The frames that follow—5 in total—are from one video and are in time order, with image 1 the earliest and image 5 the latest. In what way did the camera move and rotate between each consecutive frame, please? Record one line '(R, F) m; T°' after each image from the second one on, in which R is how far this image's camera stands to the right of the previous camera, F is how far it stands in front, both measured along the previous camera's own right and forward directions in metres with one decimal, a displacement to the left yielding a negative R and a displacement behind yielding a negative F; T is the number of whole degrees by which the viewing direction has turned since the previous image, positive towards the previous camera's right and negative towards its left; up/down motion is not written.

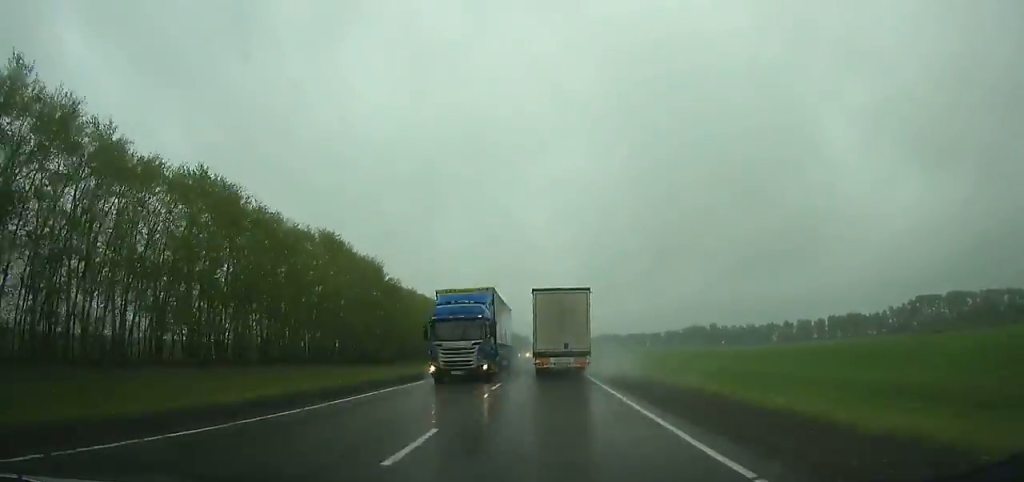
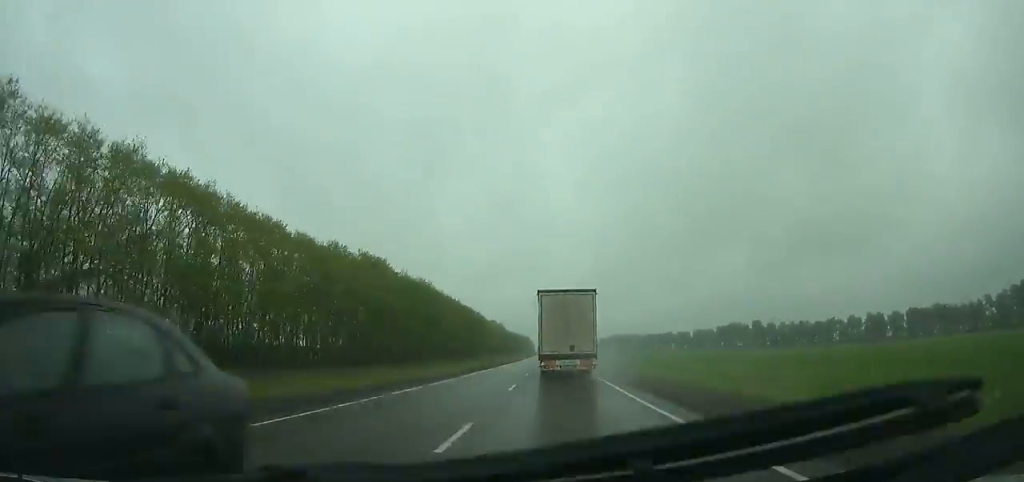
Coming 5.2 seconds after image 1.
(0.0, +117.7) m; 0°
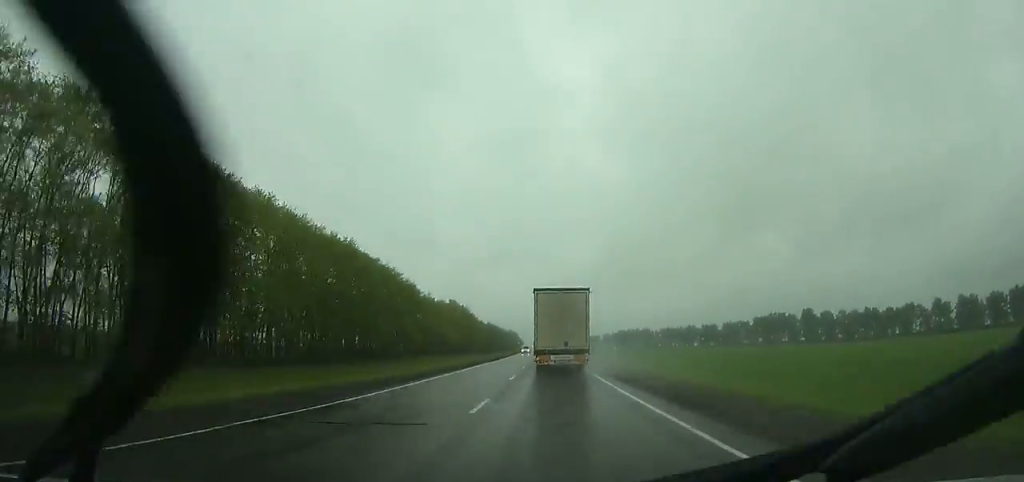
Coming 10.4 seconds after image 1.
(0.0, +115.2) m; 0°
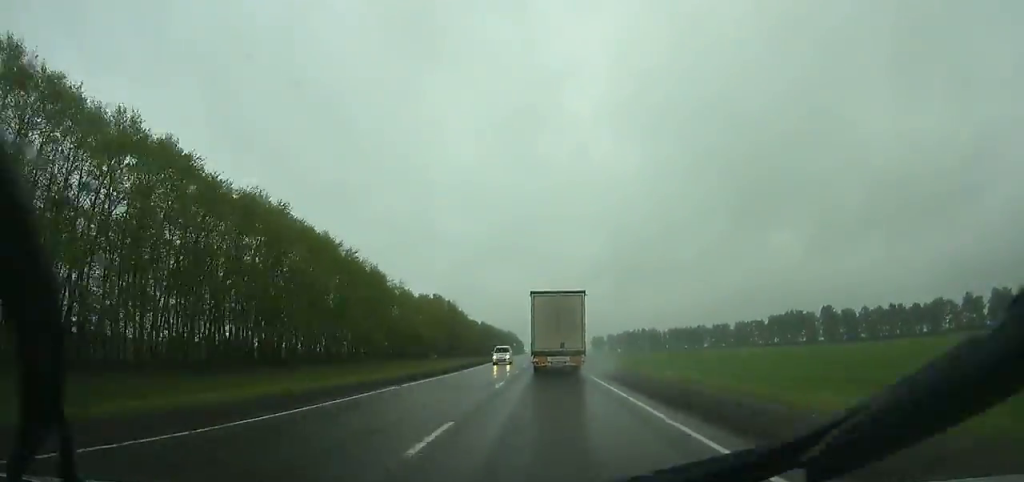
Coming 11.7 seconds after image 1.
(+0.1, +28.5) m; 0°
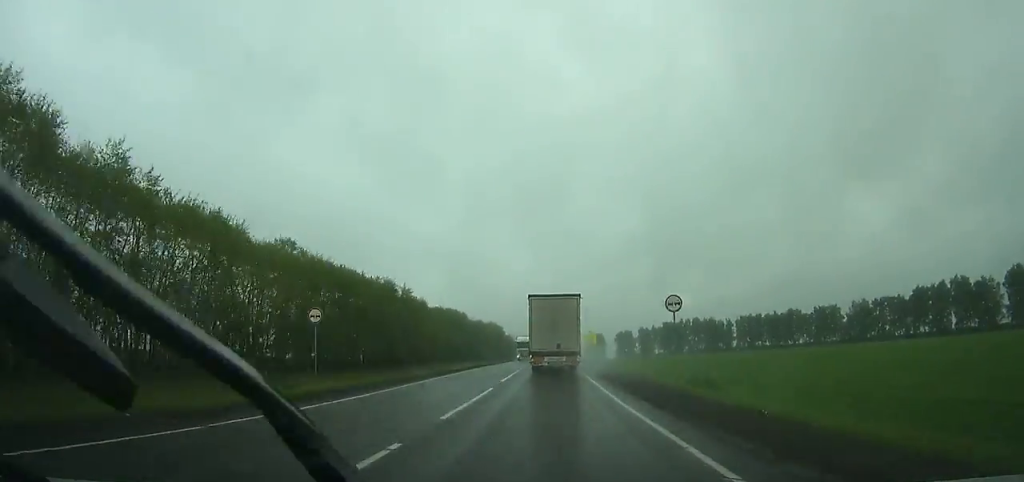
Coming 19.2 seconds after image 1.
(-0.7, +161.6) m; 0°
